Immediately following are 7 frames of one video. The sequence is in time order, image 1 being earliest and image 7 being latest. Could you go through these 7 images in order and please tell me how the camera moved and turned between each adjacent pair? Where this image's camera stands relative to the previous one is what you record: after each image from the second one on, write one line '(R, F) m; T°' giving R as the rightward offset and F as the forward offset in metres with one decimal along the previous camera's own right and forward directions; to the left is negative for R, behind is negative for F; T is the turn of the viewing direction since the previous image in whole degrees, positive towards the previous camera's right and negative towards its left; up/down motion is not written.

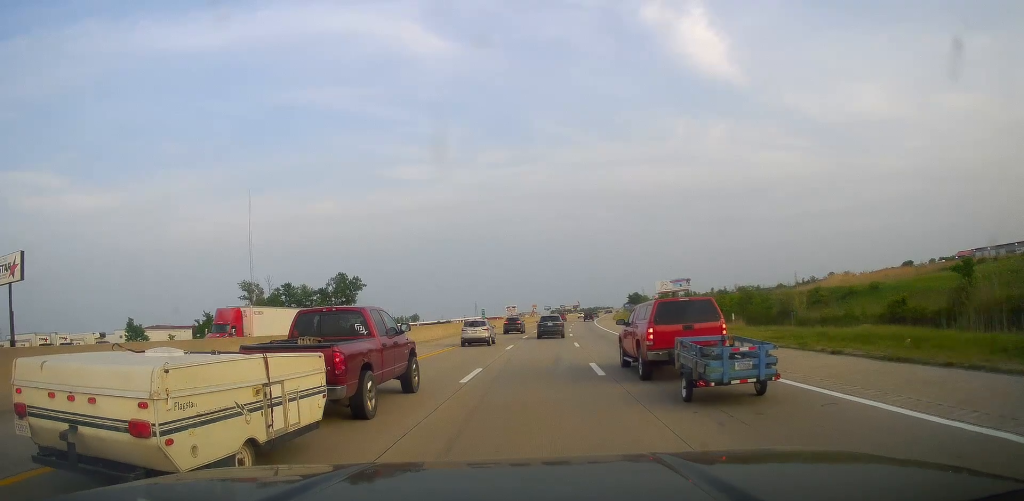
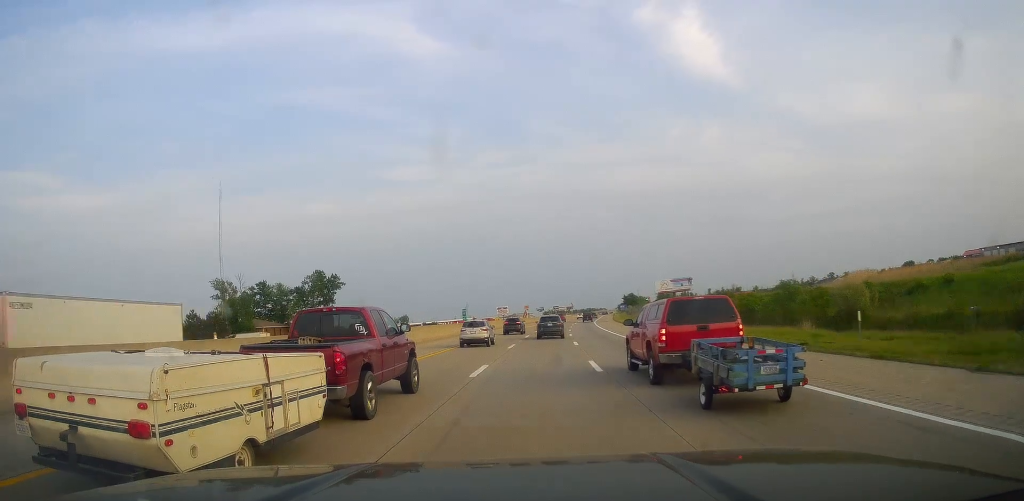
(-0.1, +13.8) m; +1°
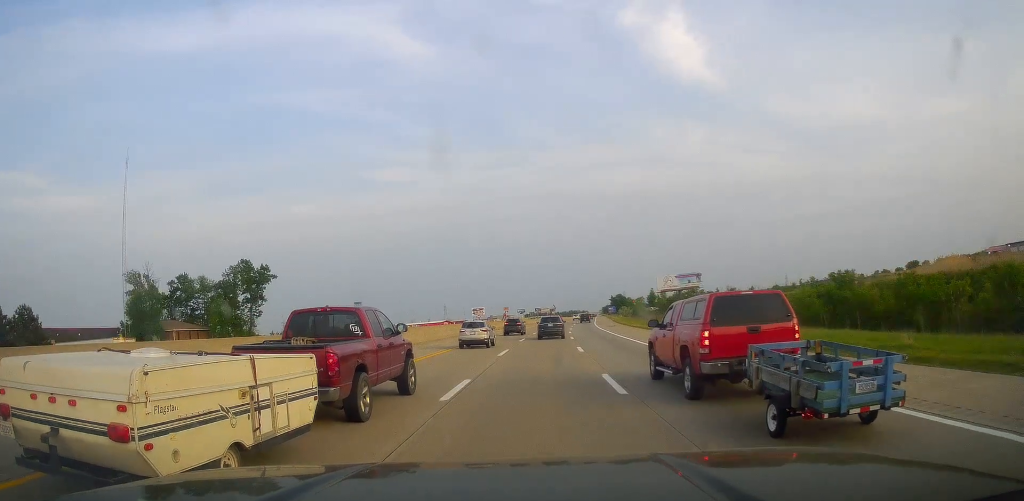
(+0.4, +35.6) m; +2°
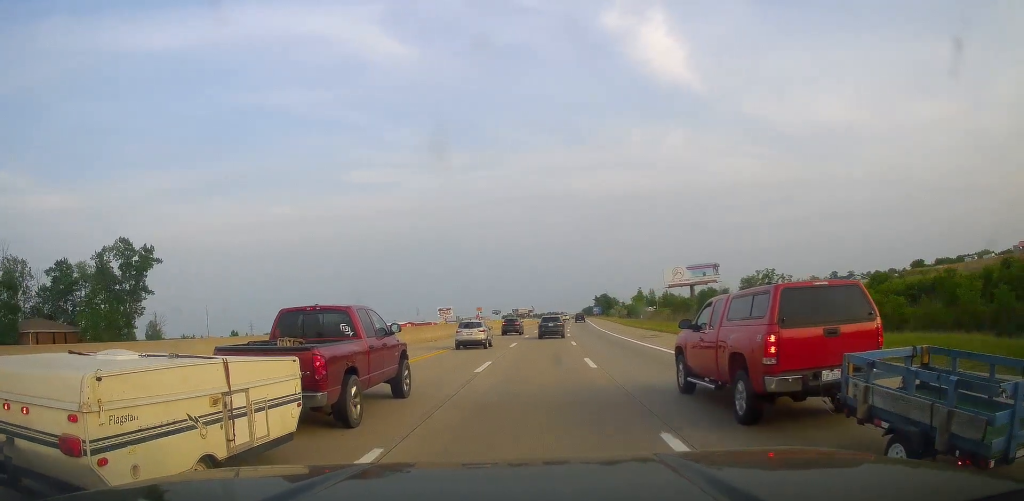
(+1.1, +39.2) m; +2°
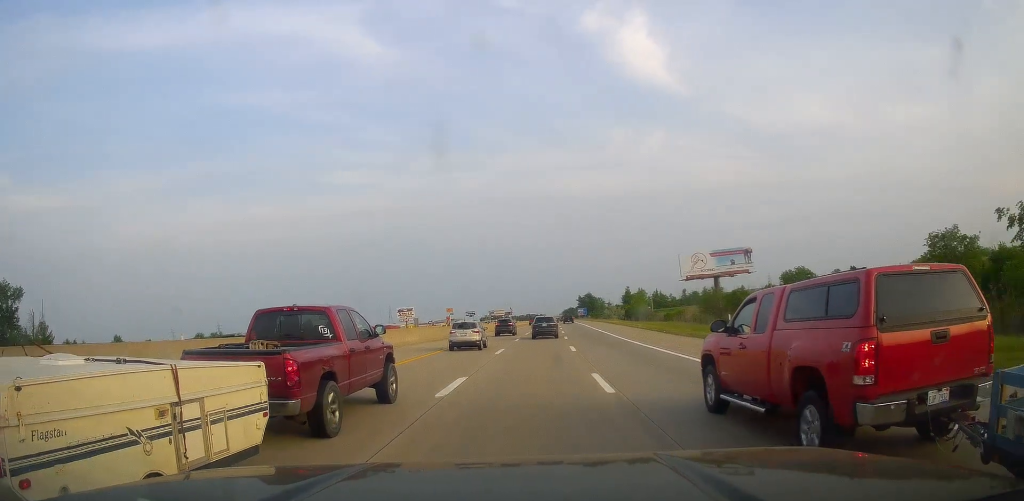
(+0.2, +37.1) m; +1°
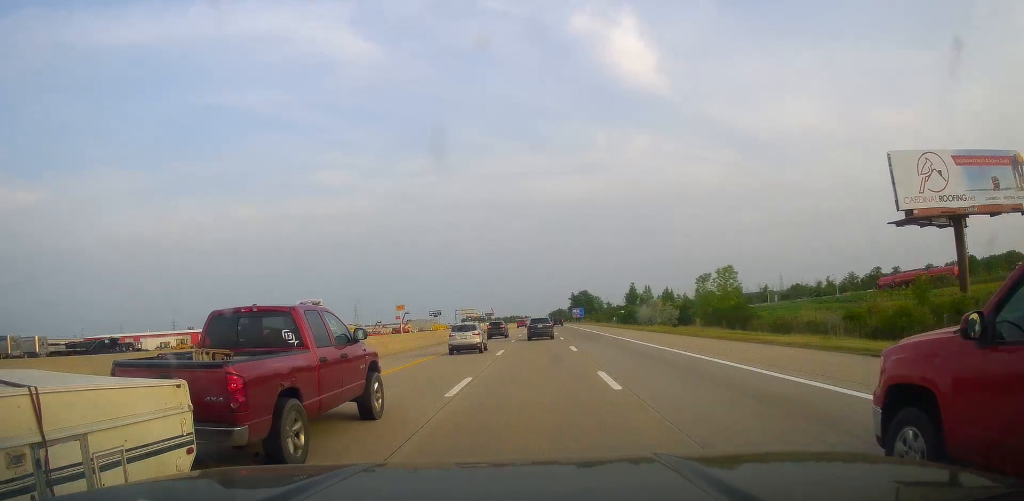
(+1.6, +76.4) m; +3°
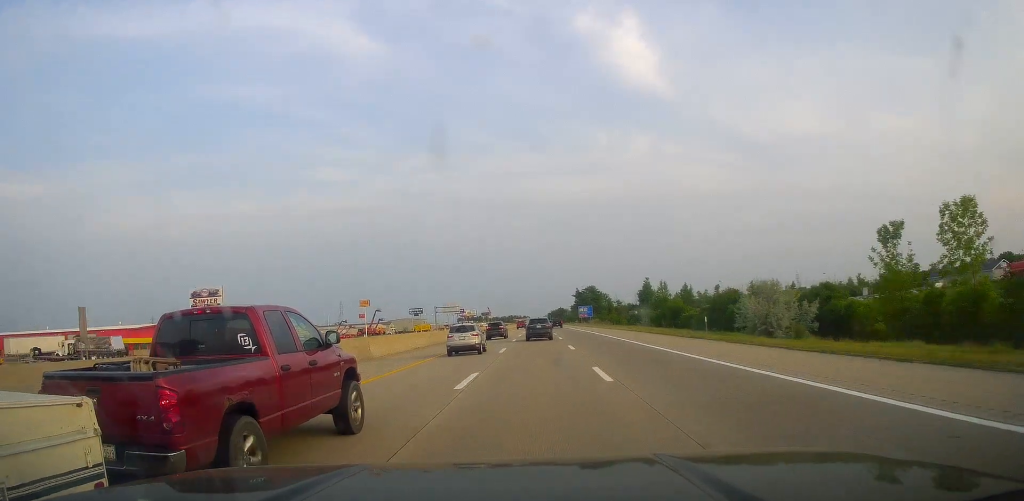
(+0.2, +44.1) m; 0°
